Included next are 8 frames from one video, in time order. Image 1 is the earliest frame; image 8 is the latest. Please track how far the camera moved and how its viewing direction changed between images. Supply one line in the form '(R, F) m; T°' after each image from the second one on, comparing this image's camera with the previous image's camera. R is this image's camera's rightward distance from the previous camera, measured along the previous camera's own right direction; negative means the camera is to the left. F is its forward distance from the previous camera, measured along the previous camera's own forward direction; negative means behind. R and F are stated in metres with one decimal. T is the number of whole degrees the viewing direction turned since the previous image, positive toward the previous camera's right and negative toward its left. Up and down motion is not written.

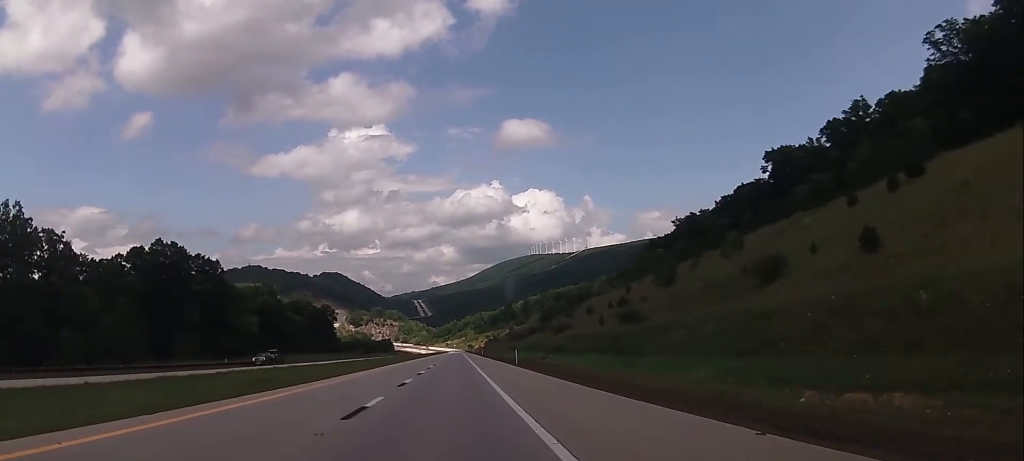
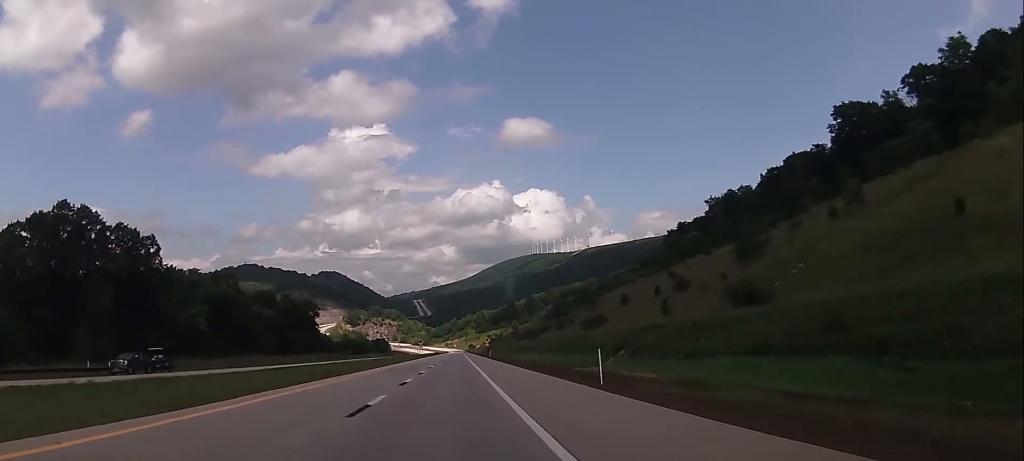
(-0.4, +36.5) m; -1°
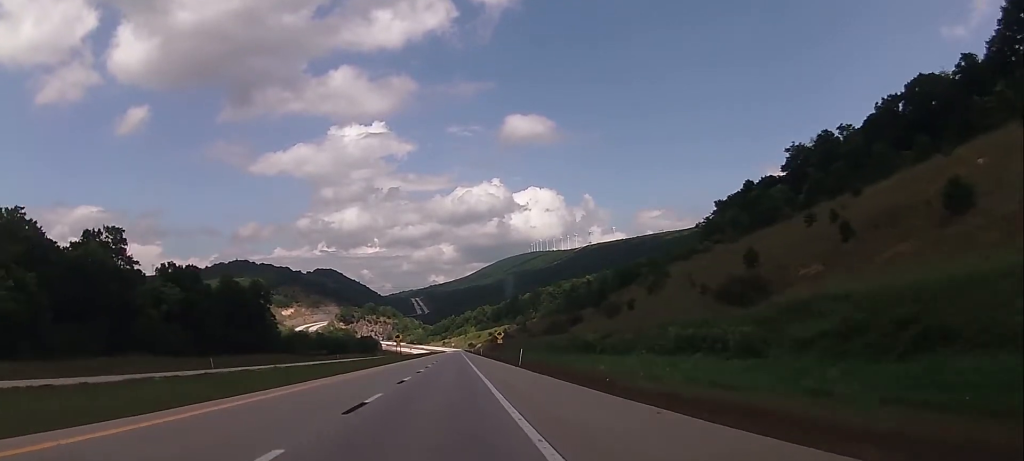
(0.0, +60.8) m; +1°
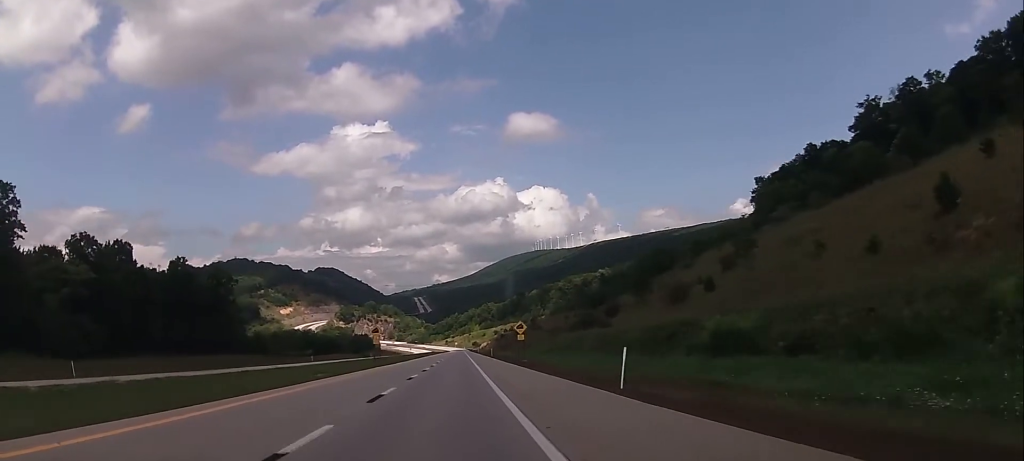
(+0.4, +34.3) m; 0°
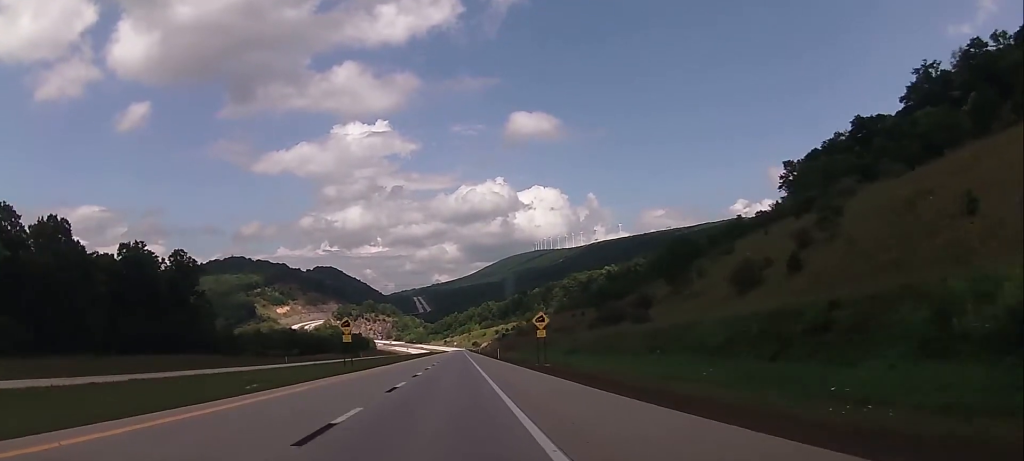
(-0.2, +21.0) m; -1°
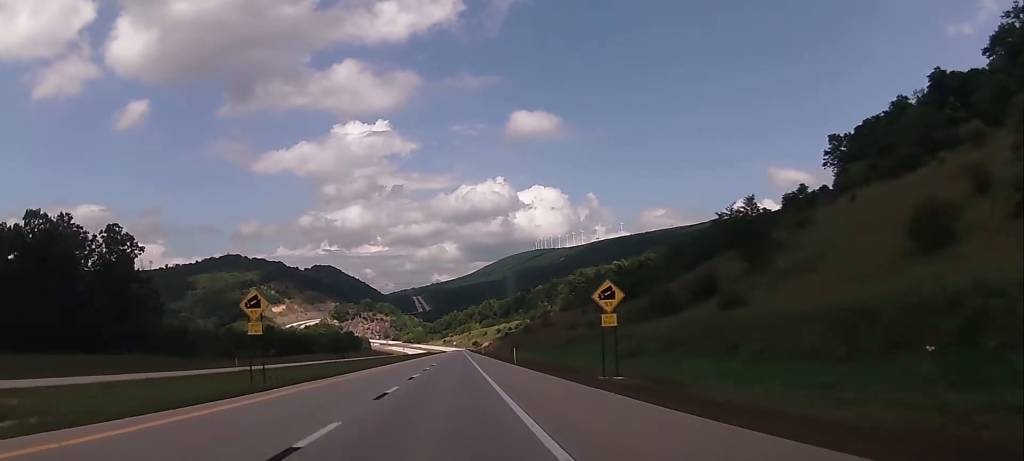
(-0.2, +27.7) m; 0°
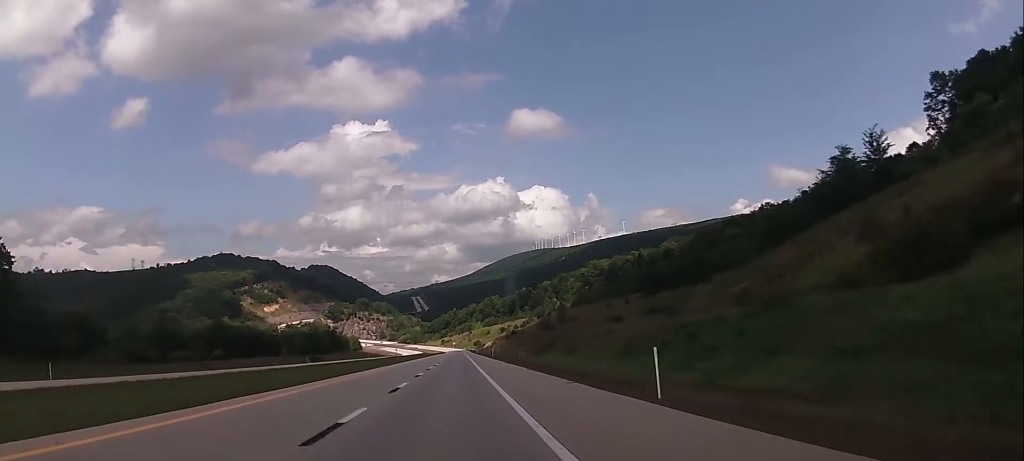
(+0.3, +46.4) m; 0°
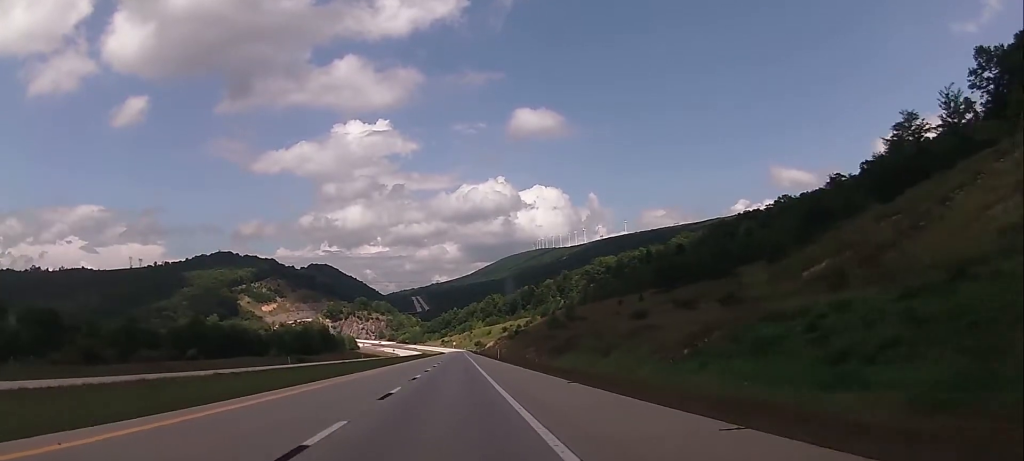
(-0.1, +15.4) m; 0°
